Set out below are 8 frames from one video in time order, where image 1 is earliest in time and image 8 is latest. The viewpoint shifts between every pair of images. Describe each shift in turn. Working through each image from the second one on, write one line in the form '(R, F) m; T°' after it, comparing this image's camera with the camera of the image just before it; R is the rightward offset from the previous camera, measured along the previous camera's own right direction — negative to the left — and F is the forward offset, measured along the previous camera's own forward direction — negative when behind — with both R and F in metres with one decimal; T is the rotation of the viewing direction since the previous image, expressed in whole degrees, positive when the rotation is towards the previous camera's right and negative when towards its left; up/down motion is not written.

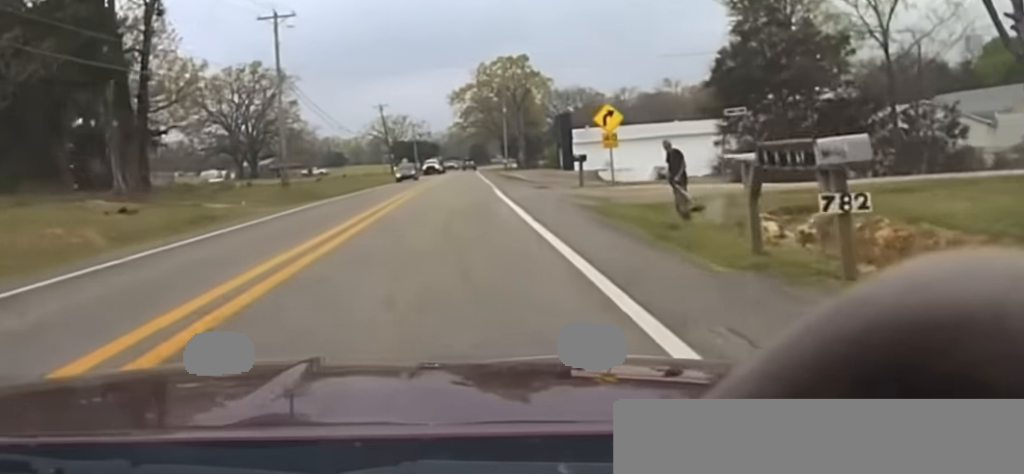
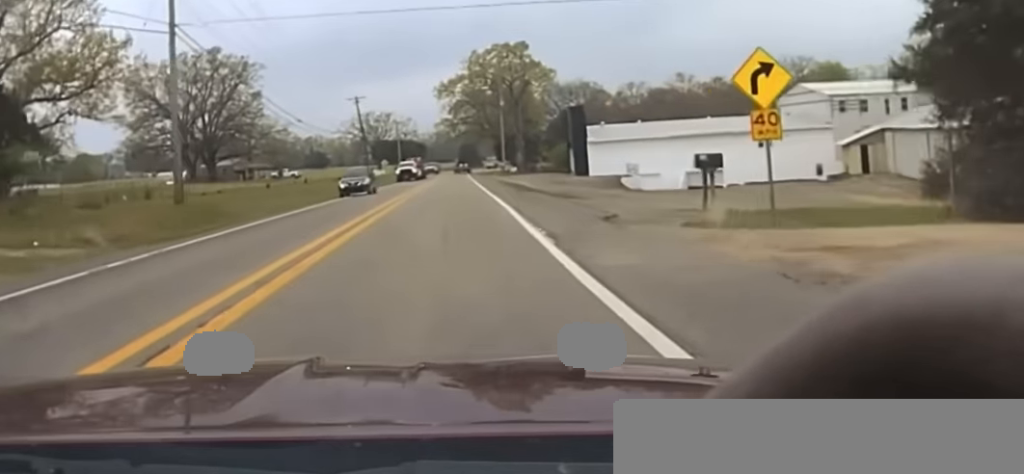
(+0.3, +20.0) m; +1°
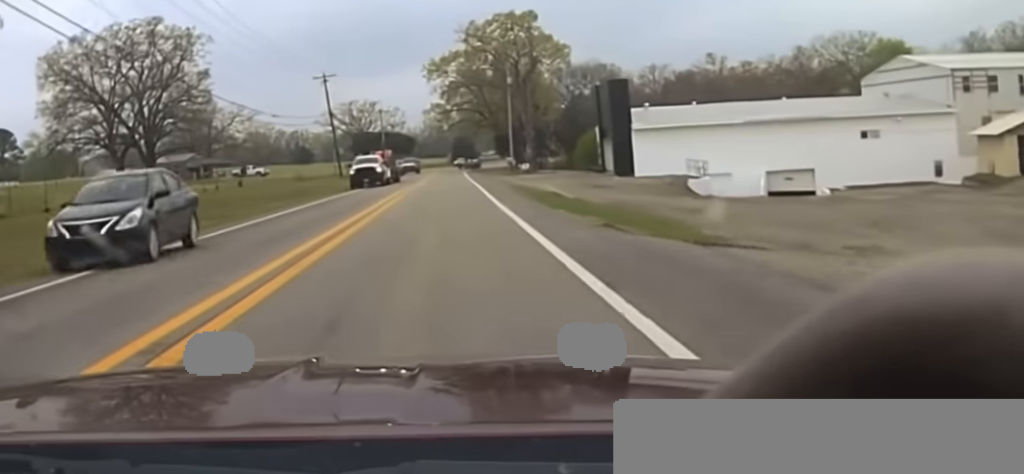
(+0.2, +24.0) m; 0°
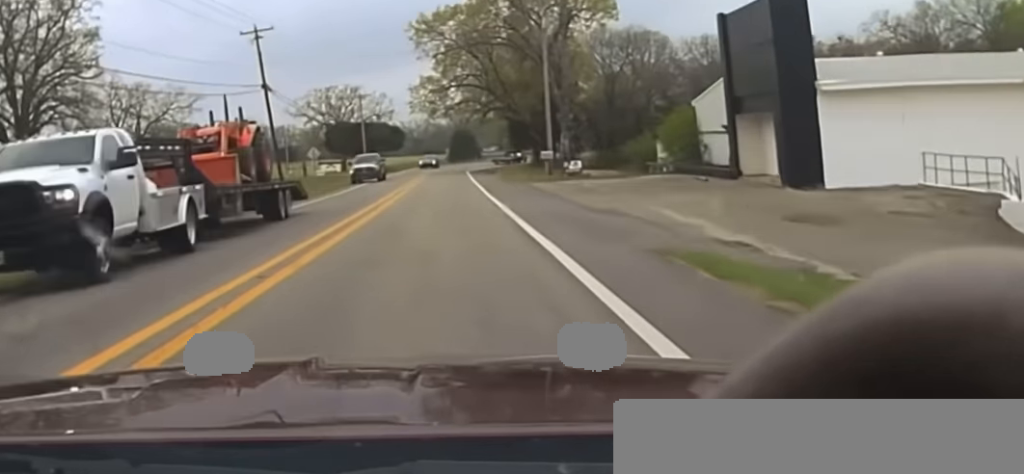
(-0.2, +37.5) m; -1°
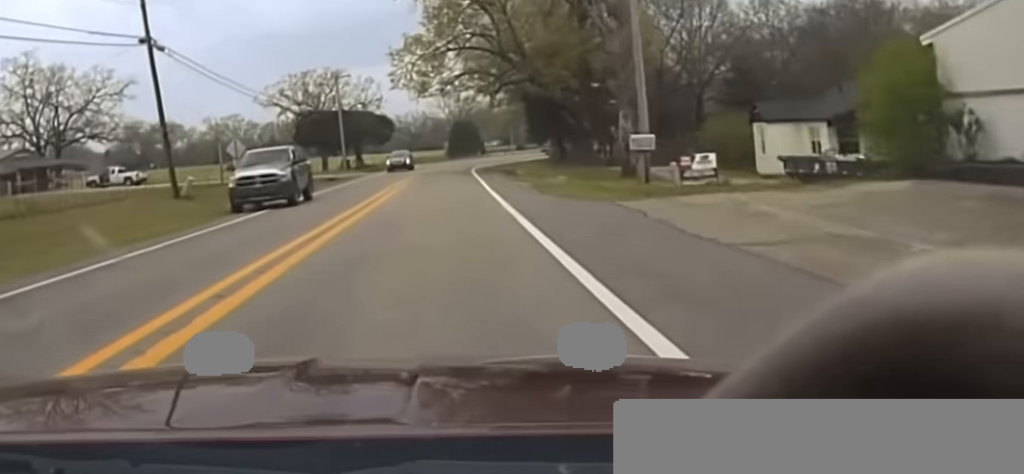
(-0.1, +30.9) m; 0°
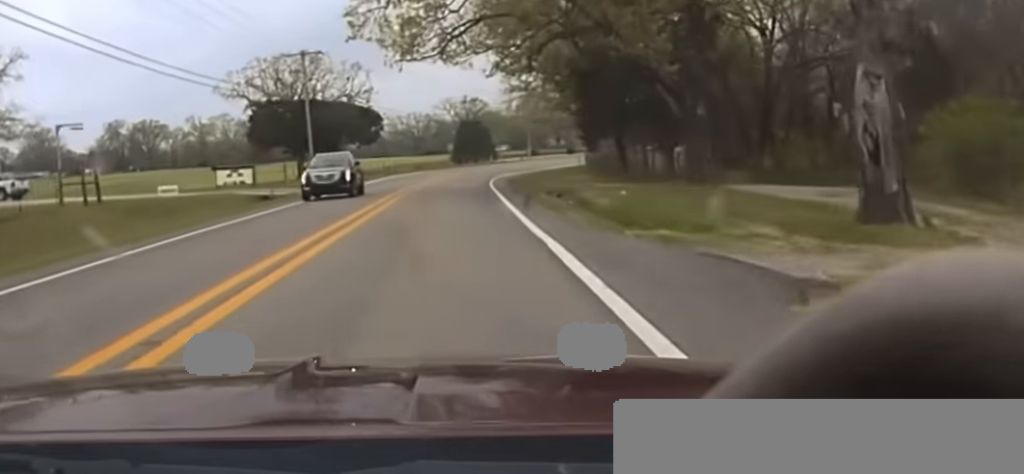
(+0.1, +33.5) m; 0°
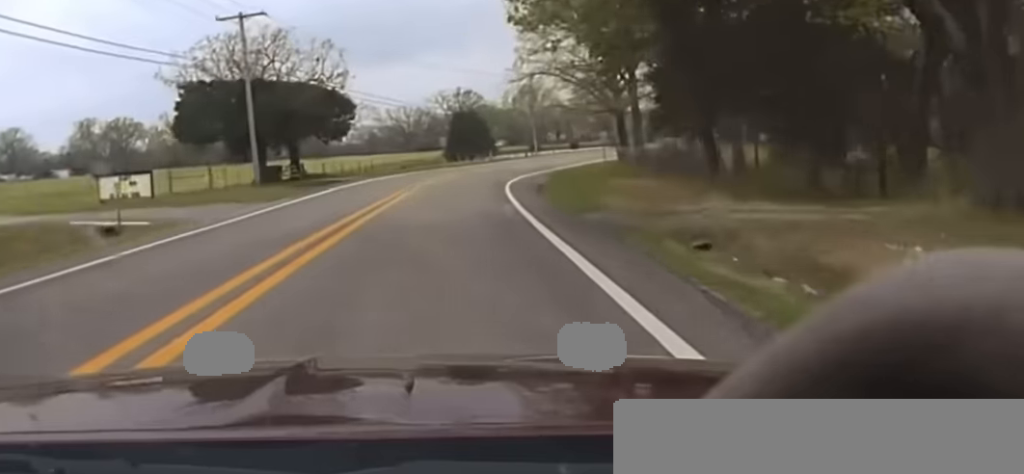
(0.0, +24.5) m; +1°
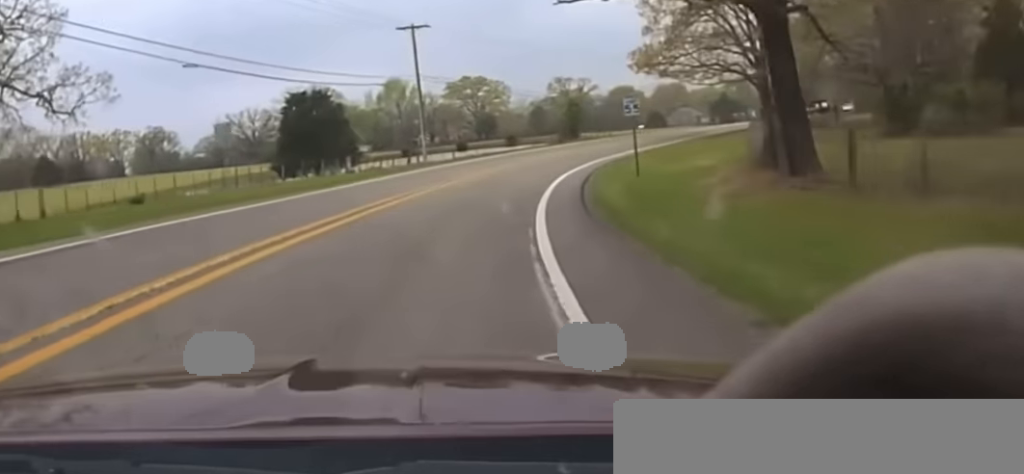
(+2.5, +55.3) m; +9°
